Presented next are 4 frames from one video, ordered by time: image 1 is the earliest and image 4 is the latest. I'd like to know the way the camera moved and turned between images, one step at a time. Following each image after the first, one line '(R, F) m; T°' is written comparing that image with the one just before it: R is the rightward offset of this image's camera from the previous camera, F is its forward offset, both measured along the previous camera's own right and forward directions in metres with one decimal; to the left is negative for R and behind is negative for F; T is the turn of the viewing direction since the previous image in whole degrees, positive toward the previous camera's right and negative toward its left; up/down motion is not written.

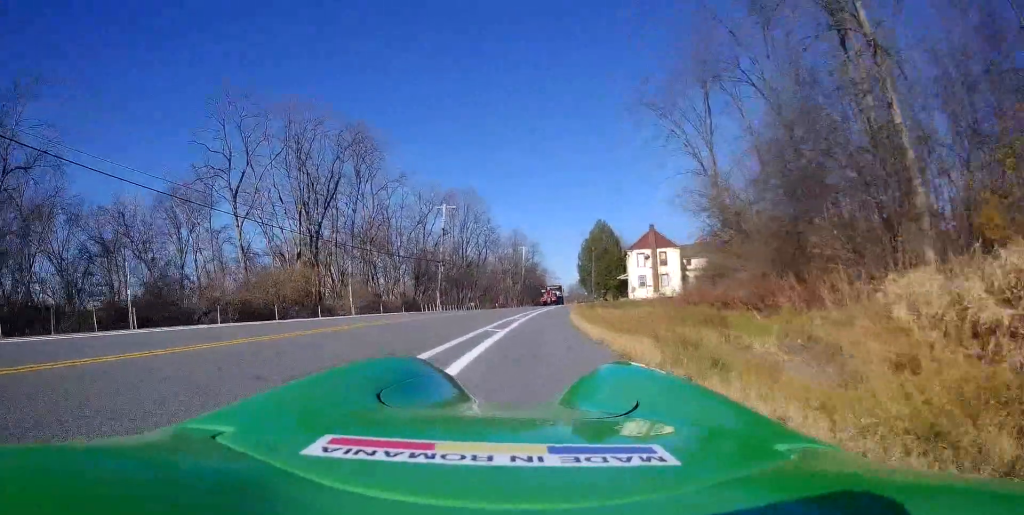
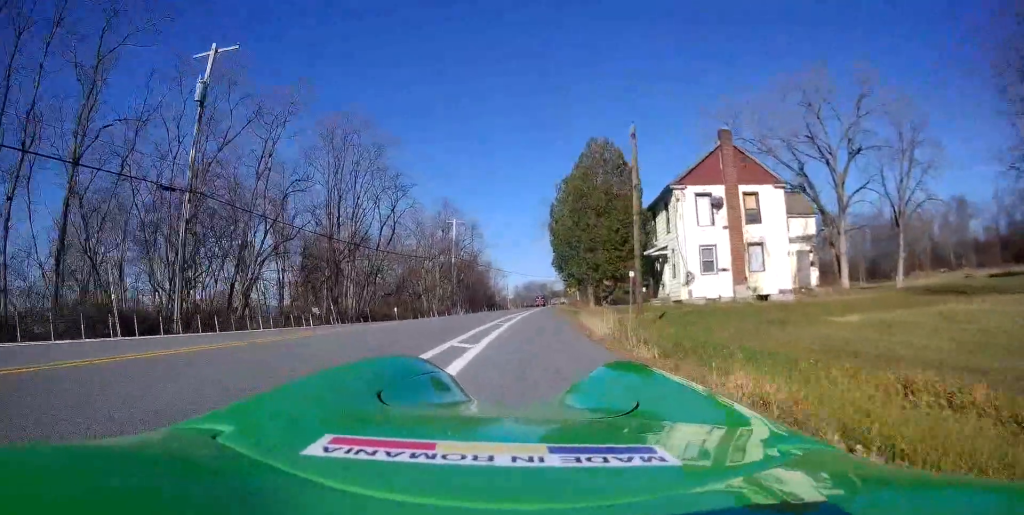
(+3.0, +41.1) m; +6°
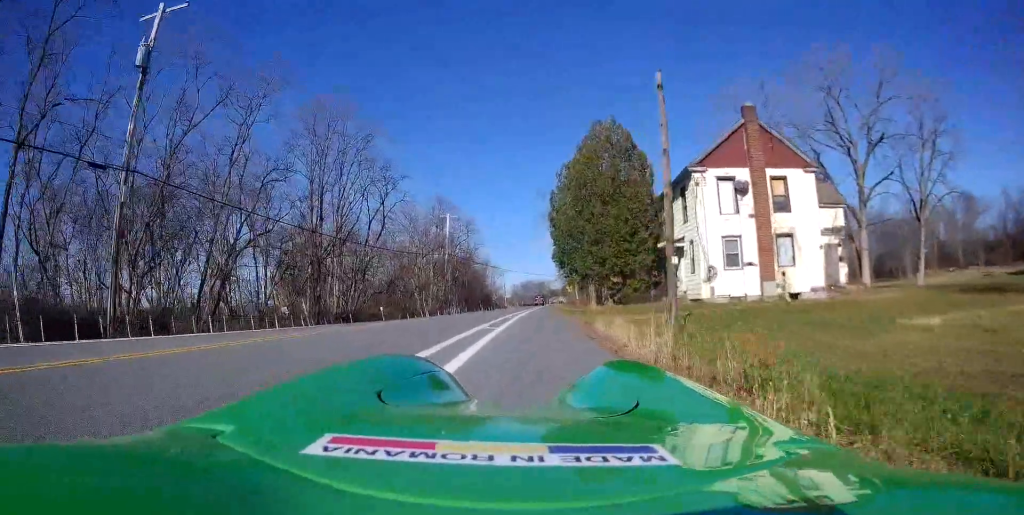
(-0.1, +4.2) m; 0°
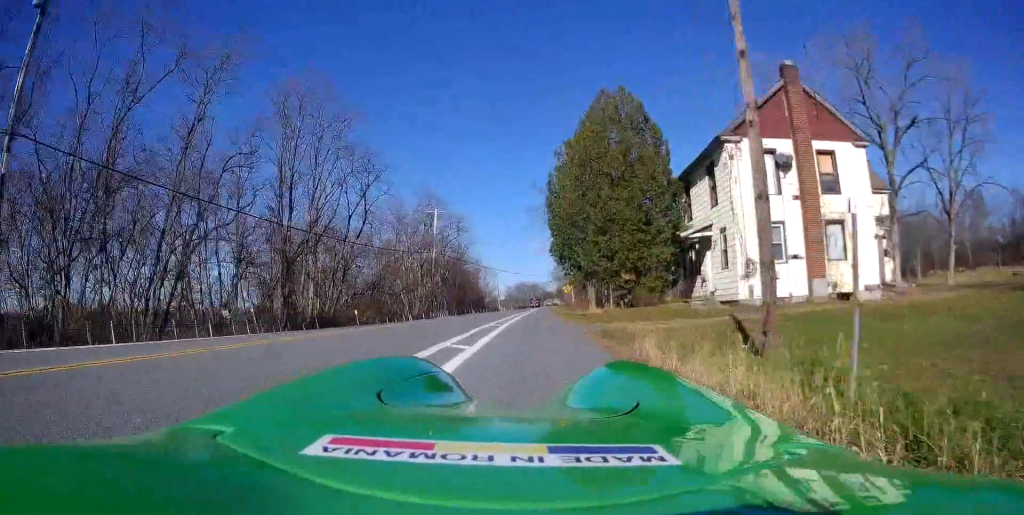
(-0.2, +5.6) m; 0°
